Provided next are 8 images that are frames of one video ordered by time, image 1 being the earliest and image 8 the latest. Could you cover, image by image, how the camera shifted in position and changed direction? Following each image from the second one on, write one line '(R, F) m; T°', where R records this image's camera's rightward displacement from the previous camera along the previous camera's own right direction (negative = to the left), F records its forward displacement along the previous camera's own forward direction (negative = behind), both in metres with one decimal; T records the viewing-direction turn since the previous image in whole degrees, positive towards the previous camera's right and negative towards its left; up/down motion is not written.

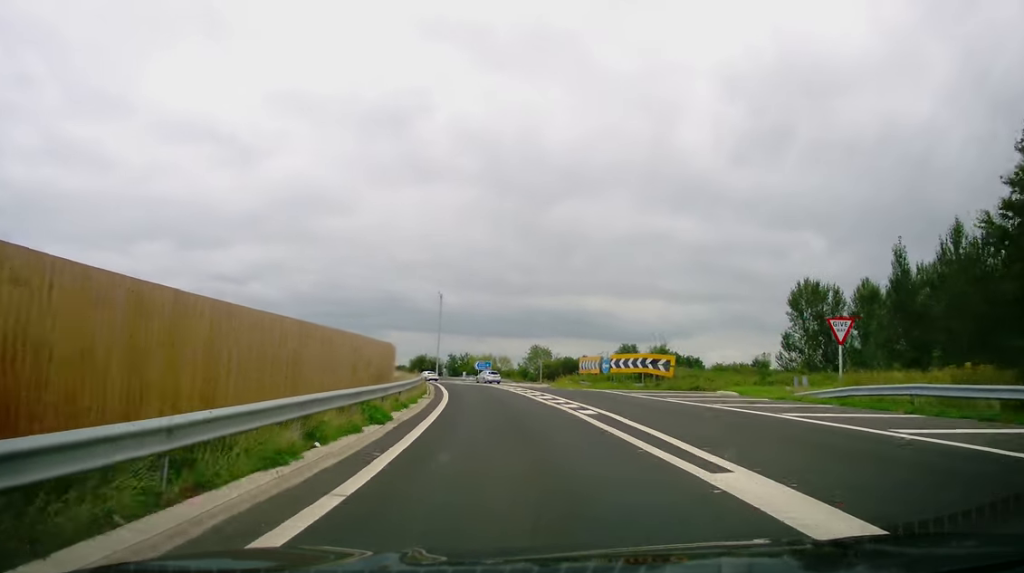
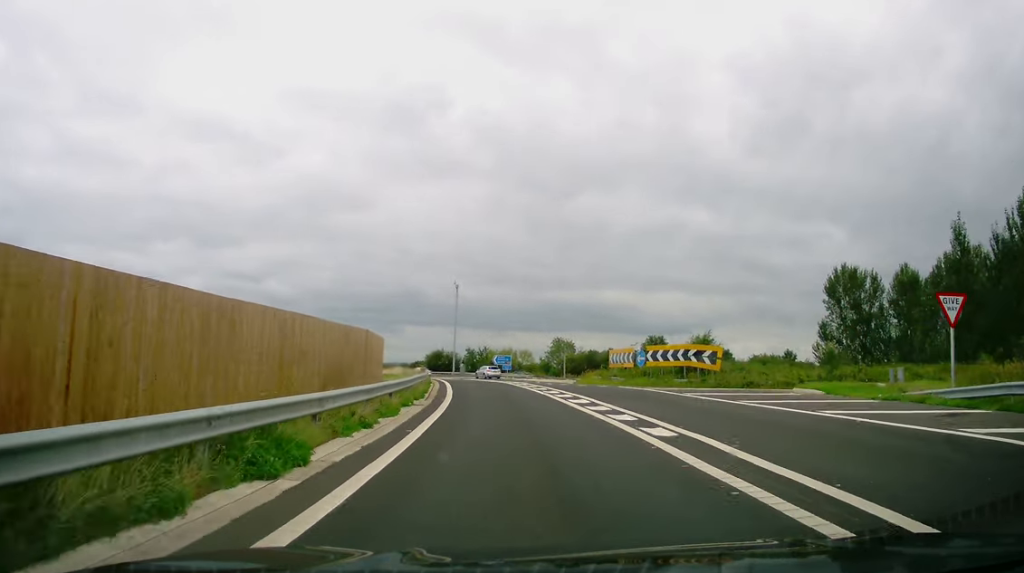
(-0.3, +7.3) m; -2°
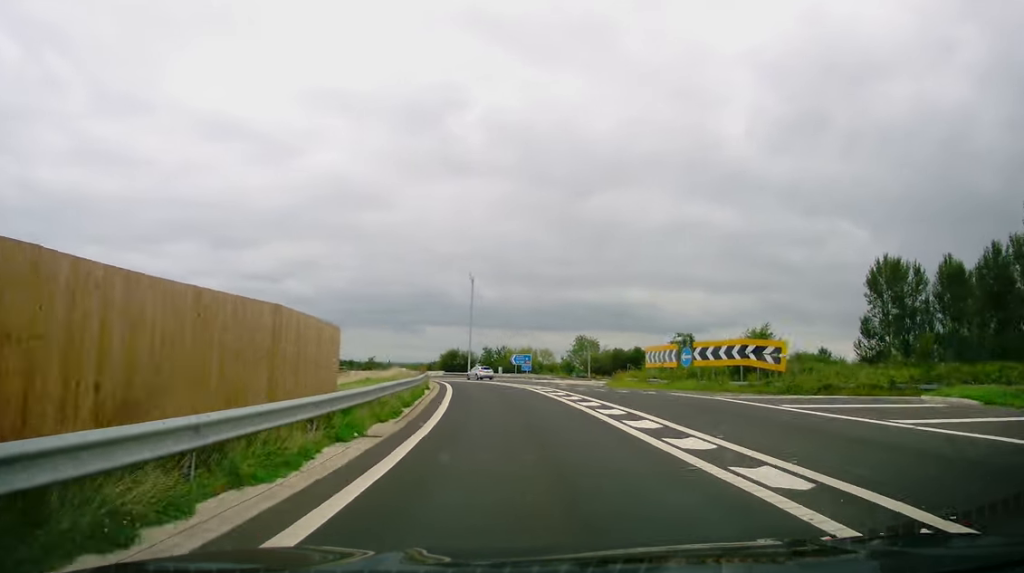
(-0.1, +8.3) m; -2°
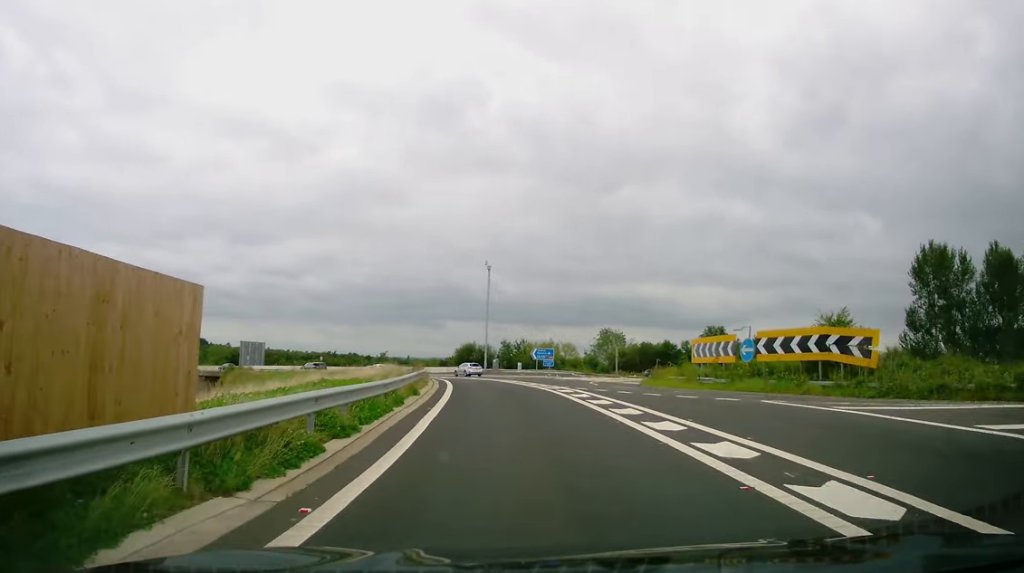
(-0.2, +8.2) m; -1°
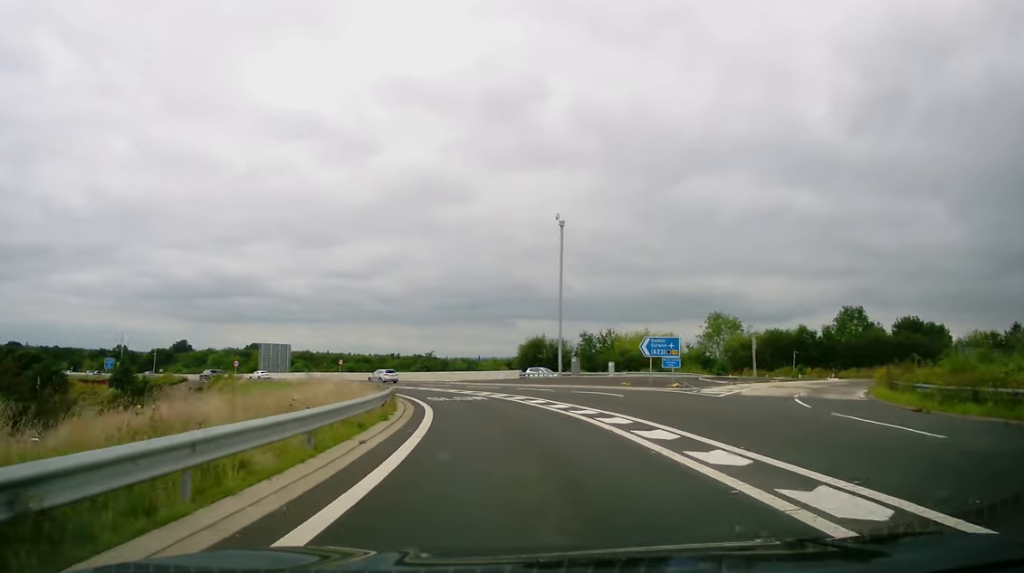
(-1.1, +30.6) m; -6°
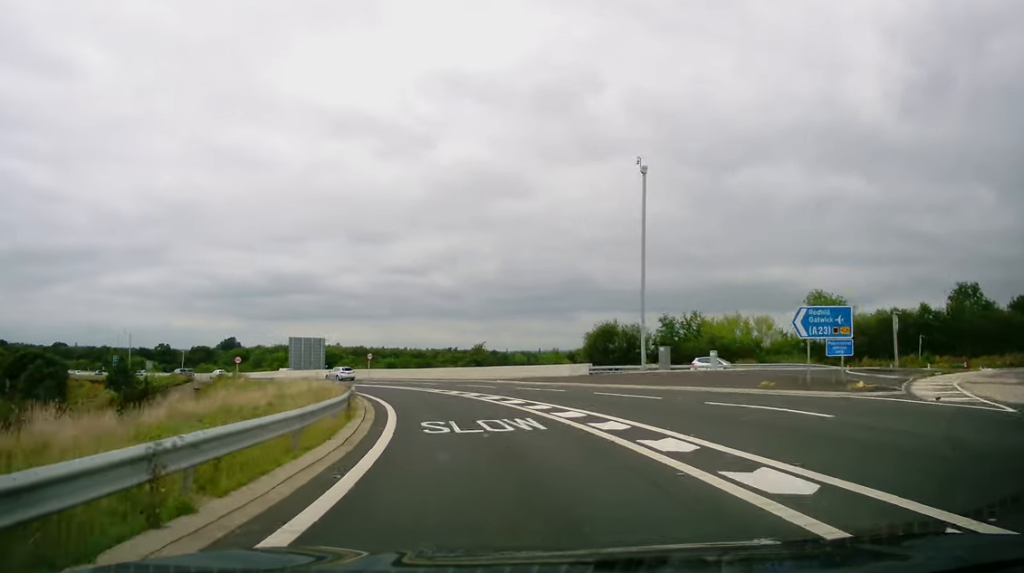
(-0.7, +16.1) m; -6°
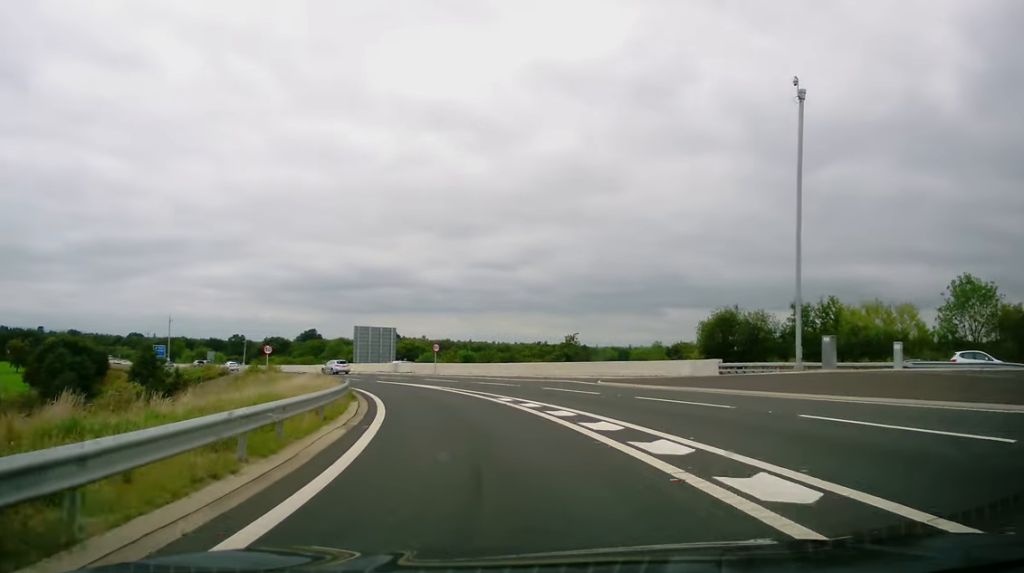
(-0.6, +14.3) m; -7°
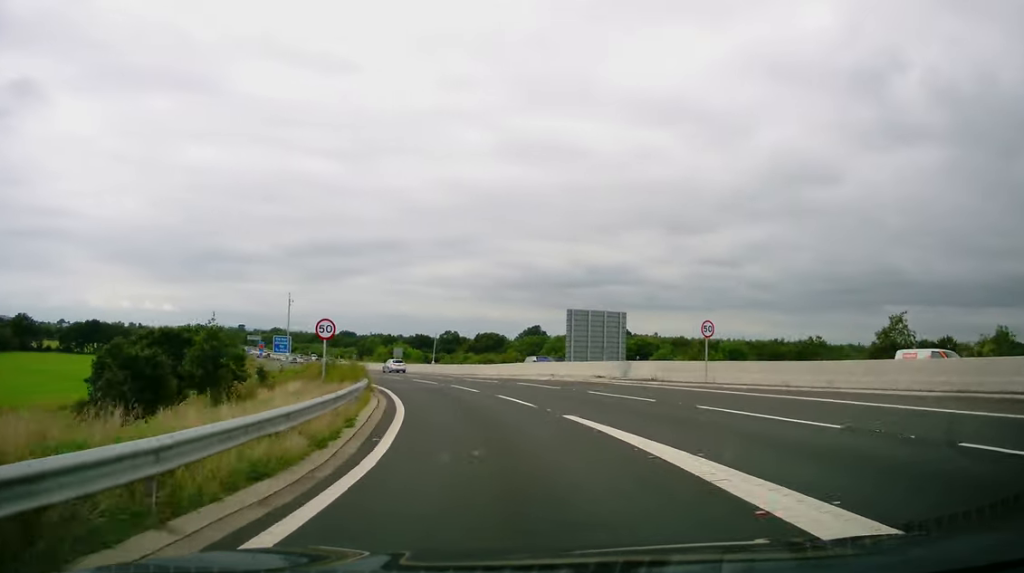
(-5.5, +32.3) m; -18°
